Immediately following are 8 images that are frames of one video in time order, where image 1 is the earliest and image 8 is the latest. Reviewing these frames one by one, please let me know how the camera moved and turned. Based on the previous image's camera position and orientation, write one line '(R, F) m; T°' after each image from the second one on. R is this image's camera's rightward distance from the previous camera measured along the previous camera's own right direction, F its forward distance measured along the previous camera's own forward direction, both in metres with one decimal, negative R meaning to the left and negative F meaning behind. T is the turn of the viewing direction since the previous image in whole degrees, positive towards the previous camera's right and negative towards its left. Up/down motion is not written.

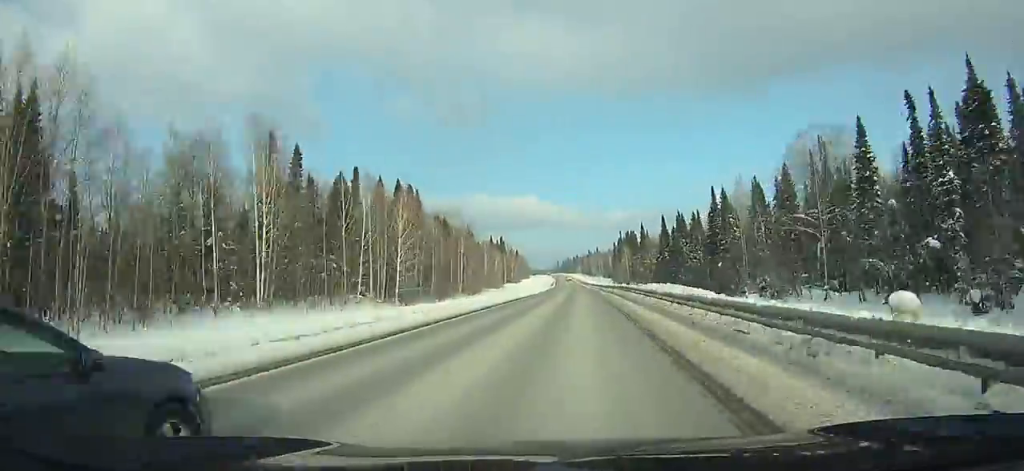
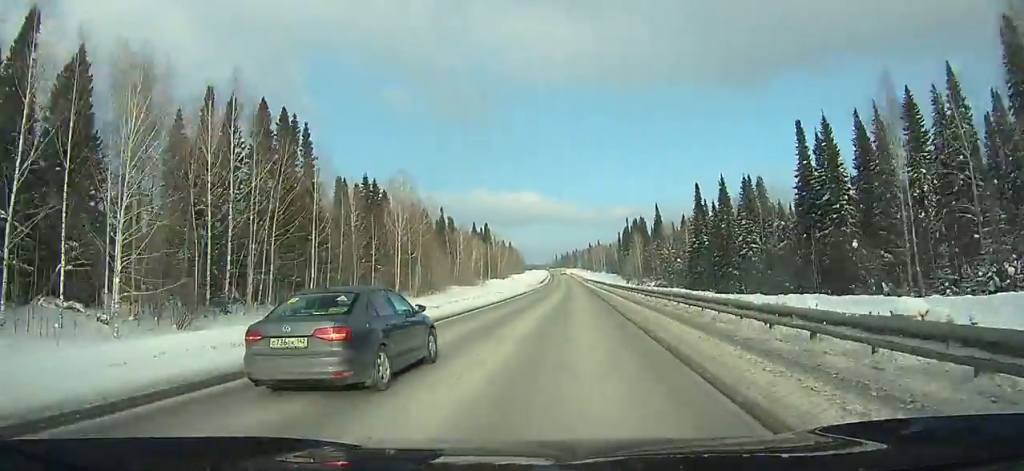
(-0.3, +49.1) m; 0°
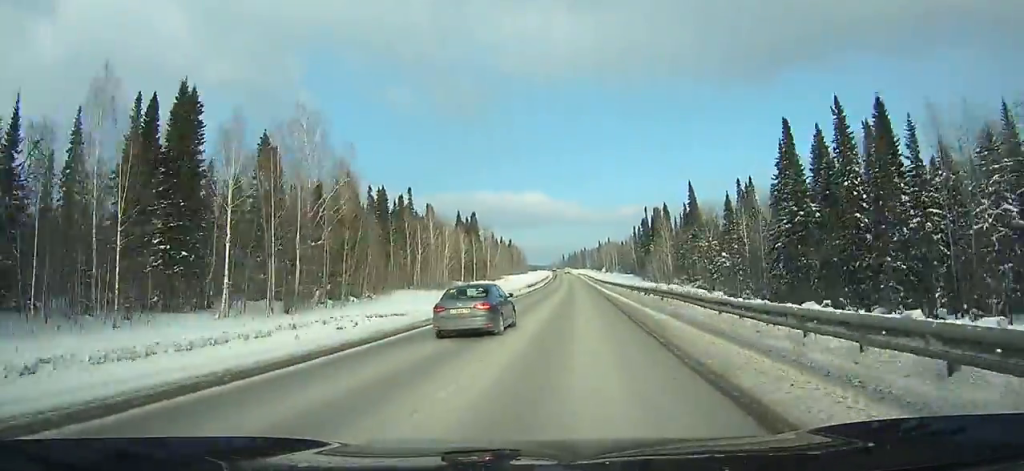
(-0.1, +47.1) m; 0°
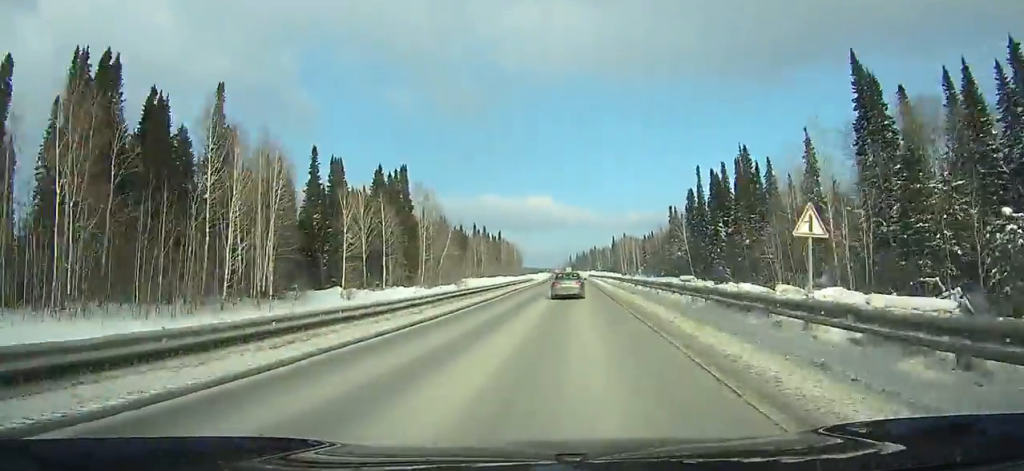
(0.0, +90.7) m; 0°
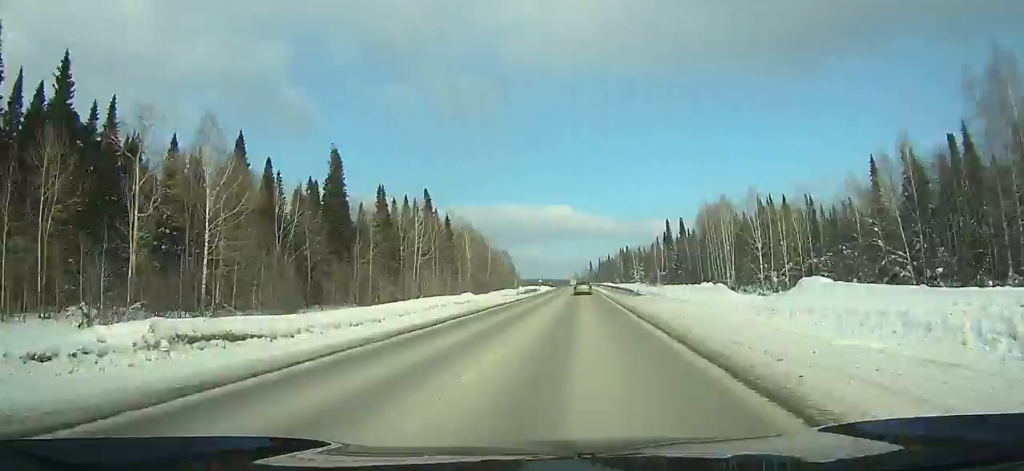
(-3.1, +175.3) m; -2°
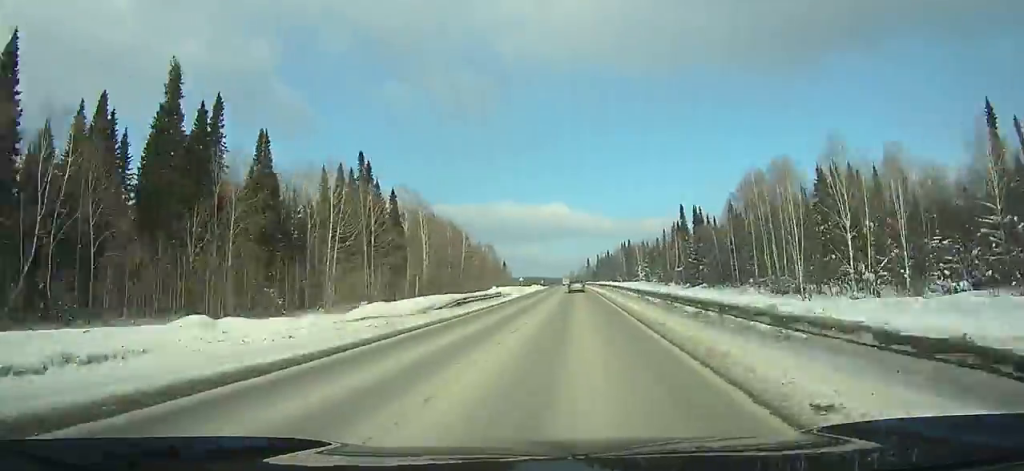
(-0.1, +36.6) m; 0°
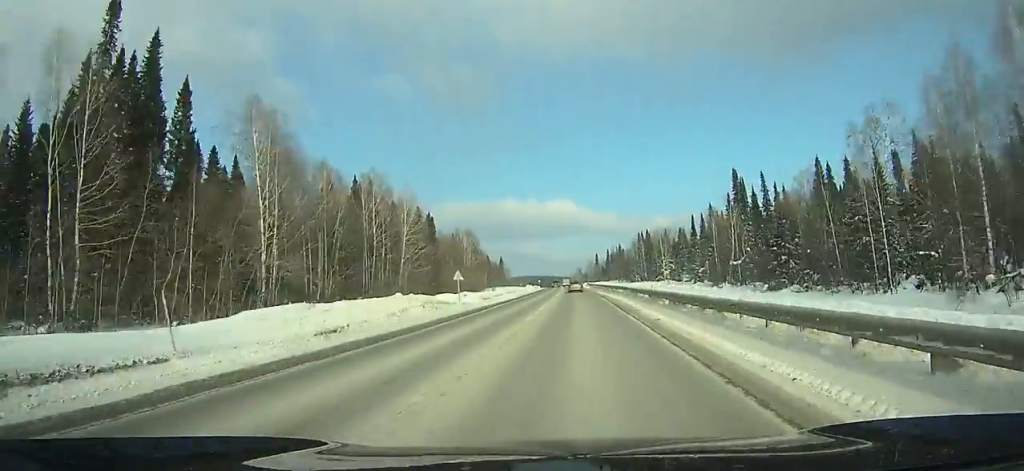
(0.0, +57.7) m; -1°
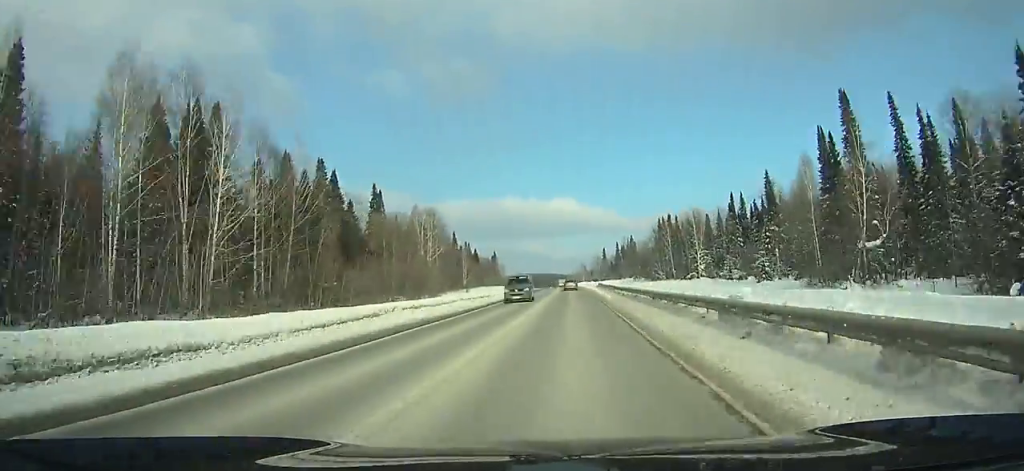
(-0.4, +52.7) m; -1°
